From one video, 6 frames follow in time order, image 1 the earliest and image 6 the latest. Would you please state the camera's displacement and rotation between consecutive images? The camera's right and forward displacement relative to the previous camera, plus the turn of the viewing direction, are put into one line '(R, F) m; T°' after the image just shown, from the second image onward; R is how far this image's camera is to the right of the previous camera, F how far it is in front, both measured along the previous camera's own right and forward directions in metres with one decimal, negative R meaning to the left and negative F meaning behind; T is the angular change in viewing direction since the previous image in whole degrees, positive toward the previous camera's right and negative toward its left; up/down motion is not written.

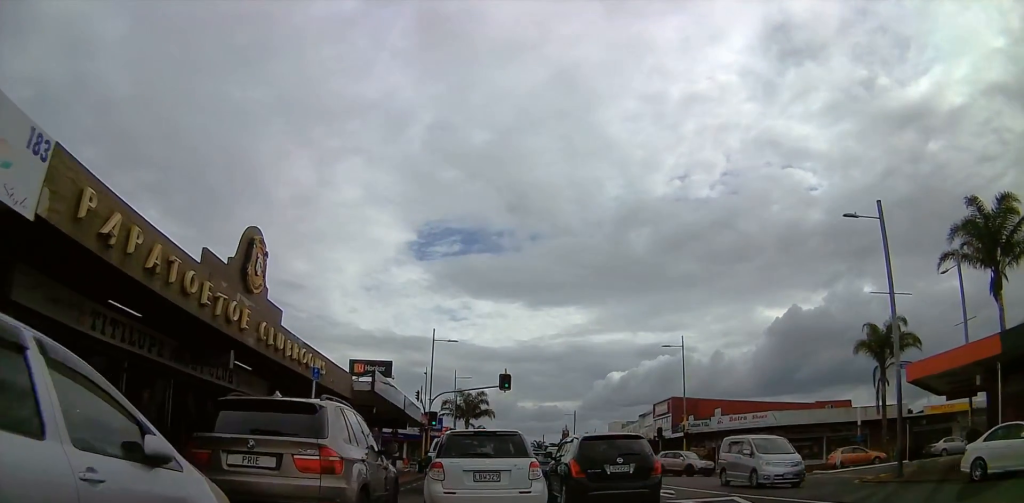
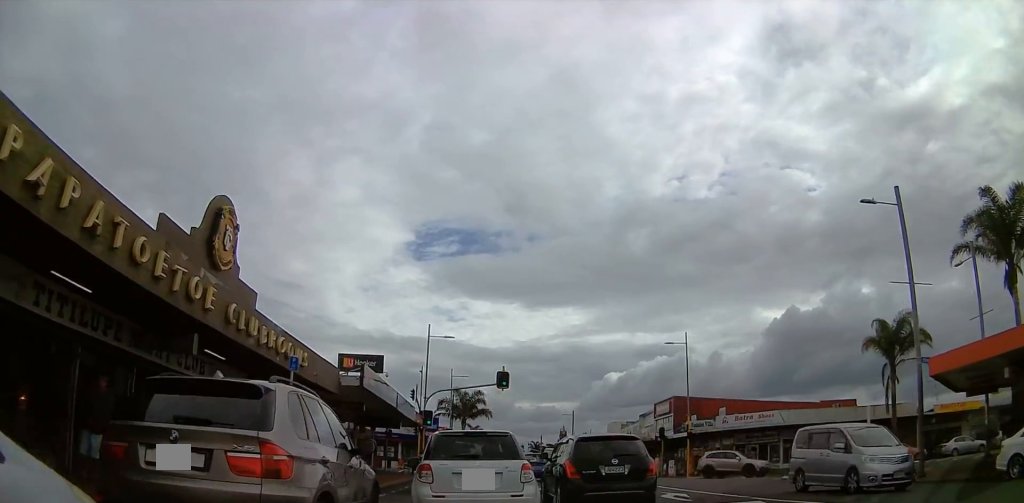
(0.0, +1.8) m; 0°
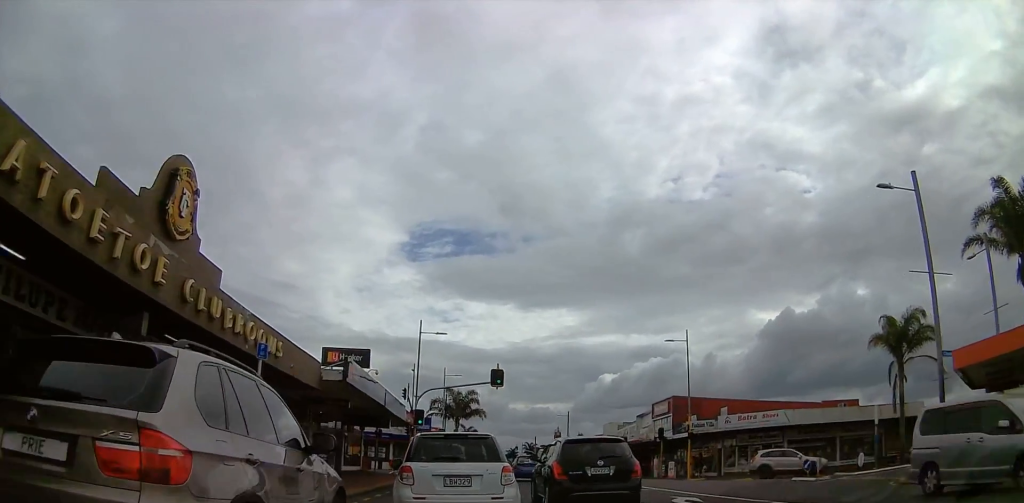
(0.0, +1.6) m; 0°
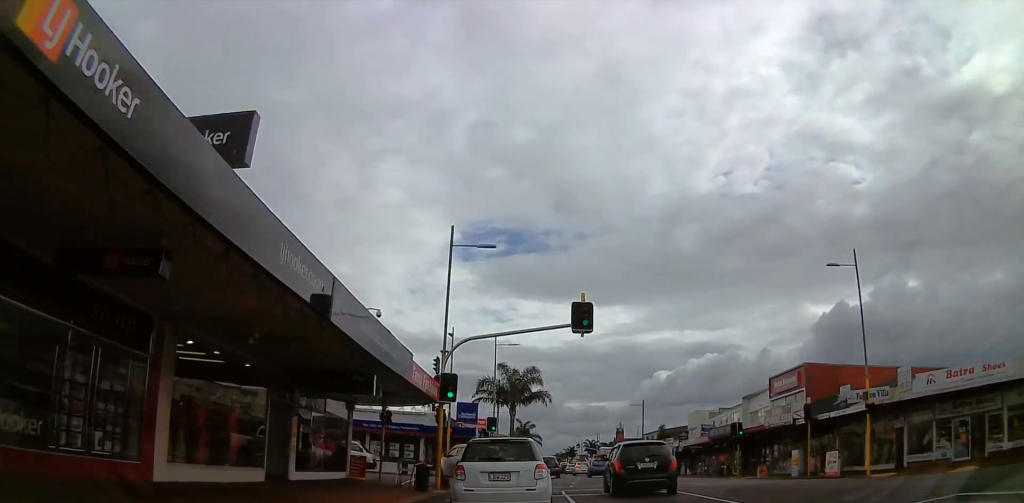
(0.0, +15.1) m; 0°
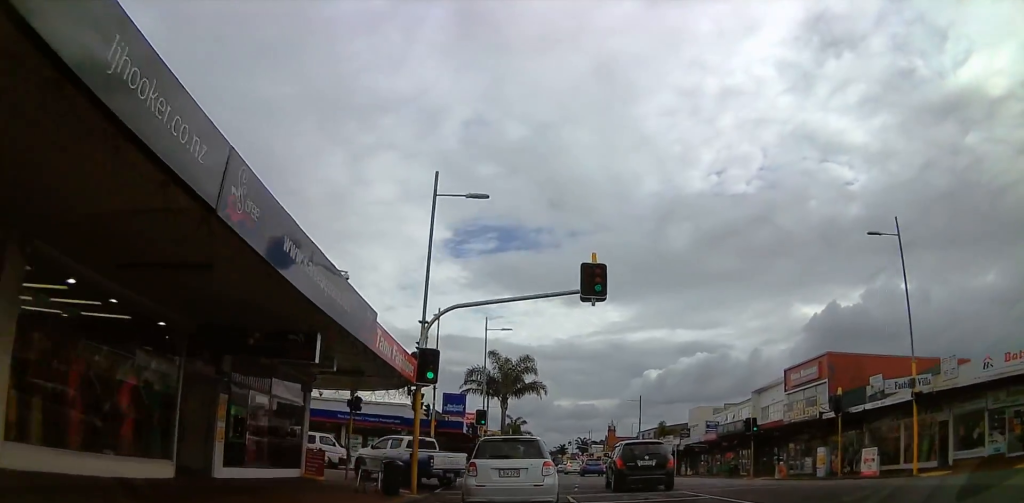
(0.0, +3.5) m; 0°
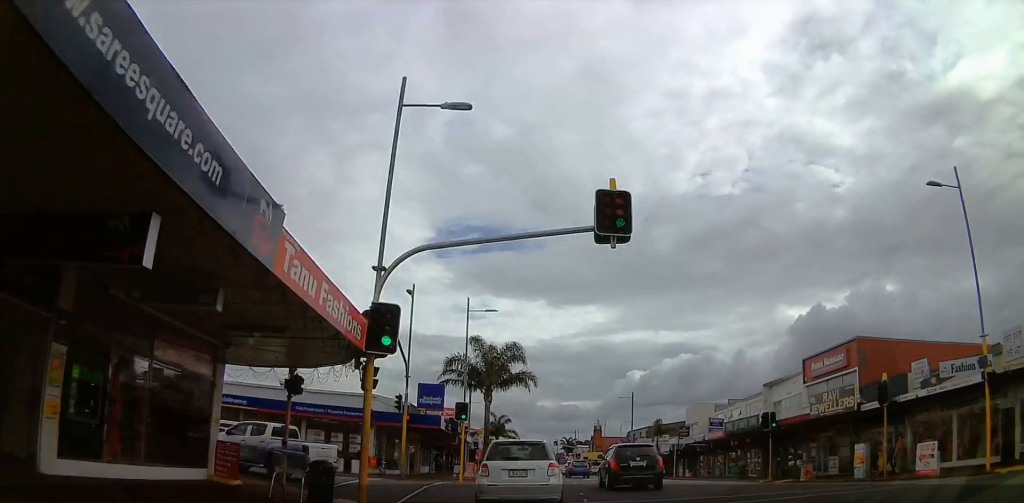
(0.0, +4.4) m; -4°
